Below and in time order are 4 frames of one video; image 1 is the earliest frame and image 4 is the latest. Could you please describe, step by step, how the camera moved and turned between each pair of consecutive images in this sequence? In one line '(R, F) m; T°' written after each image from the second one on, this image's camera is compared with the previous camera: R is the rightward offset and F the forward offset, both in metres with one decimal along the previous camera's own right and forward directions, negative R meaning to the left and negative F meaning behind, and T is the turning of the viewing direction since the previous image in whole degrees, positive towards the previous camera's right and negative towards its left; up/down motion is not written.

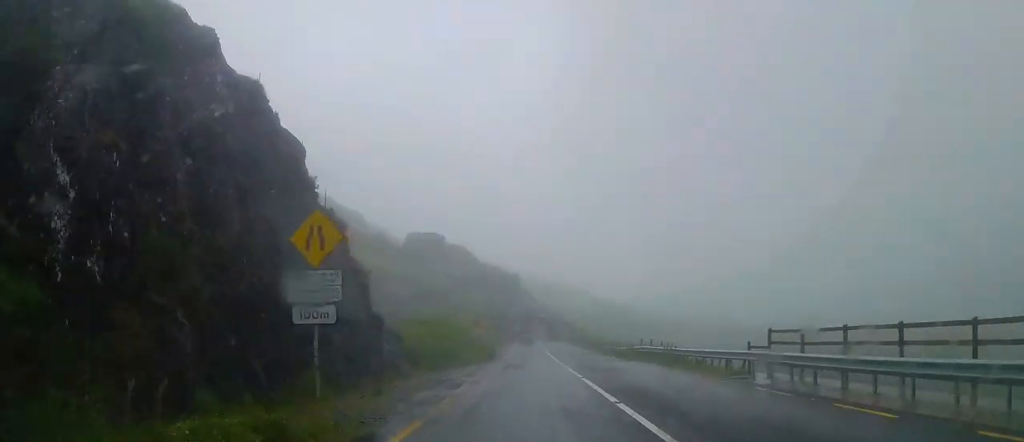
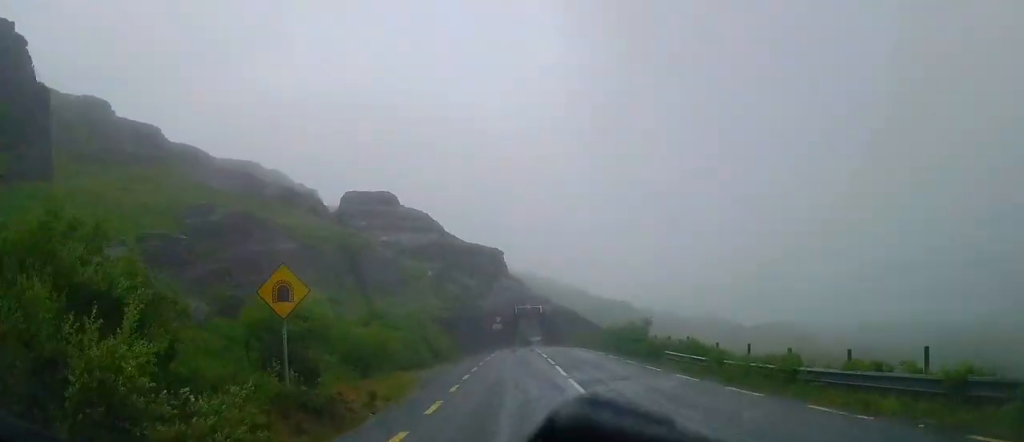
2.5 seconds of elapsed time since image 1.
(+0.1, +37.6) m; +1°
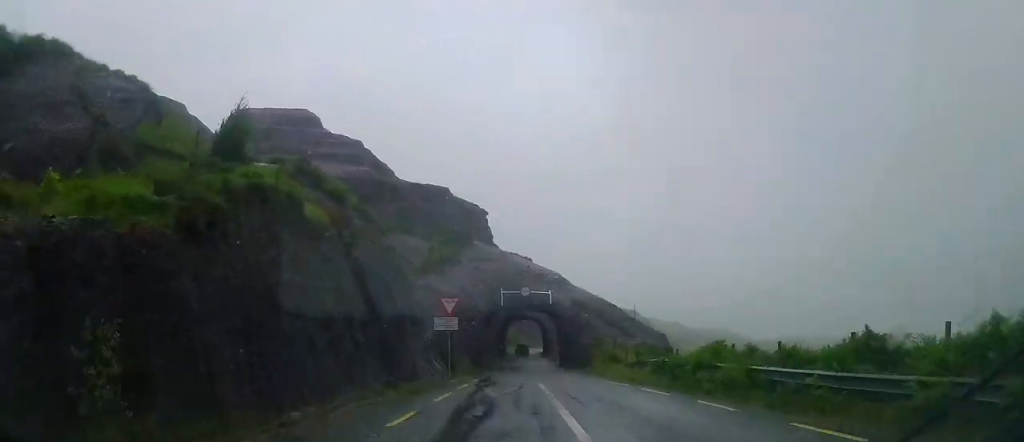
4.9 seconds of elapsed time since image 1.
(+0.4, +35.7) m; +1°
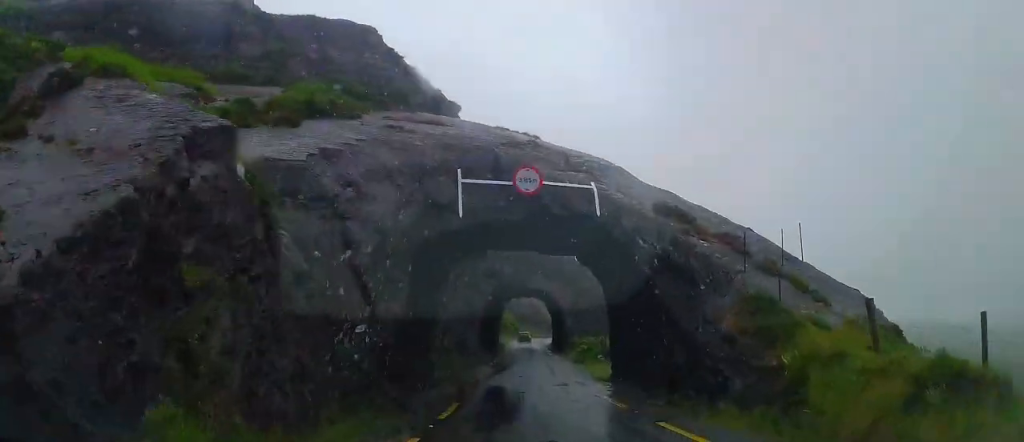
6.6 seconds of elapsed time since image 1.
(0.0, +24.8) m; 0°
